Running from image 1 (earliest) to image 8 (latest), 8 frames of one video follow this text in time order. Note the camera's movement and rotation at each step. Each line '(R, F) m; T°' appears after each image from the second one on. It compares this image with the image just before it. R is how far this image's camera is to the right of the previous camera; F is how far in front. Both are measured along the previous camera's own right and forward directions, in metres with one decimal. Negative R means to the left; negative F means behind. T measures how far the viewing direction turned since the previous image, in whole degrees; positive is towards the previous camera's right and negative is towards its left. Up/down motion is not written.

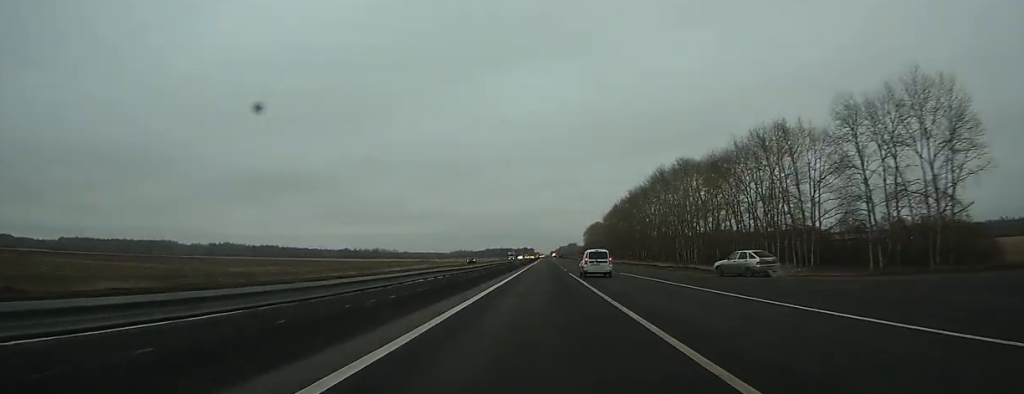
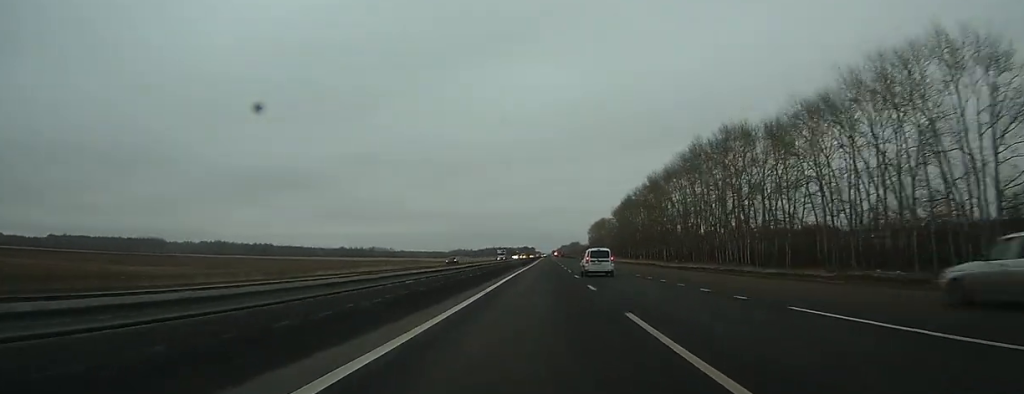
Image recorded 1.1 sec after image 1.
(0.0, +33.4) m; 0°
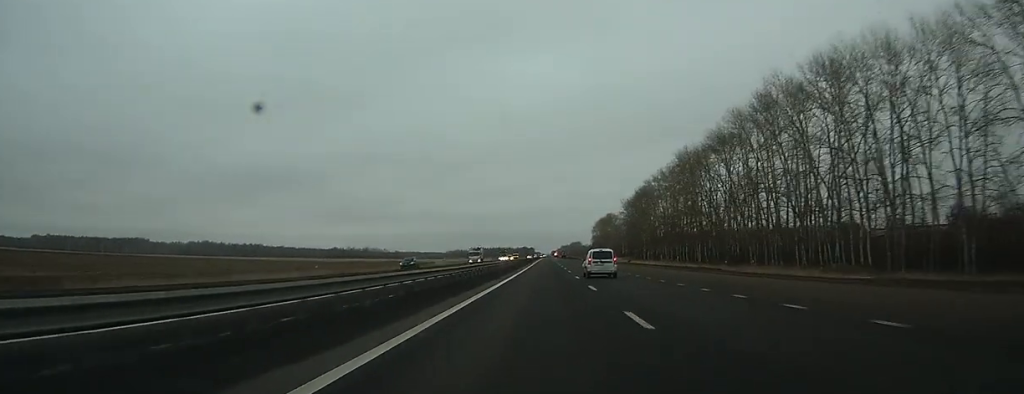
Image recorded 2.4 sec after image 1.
(-0.1, +37.7) m; 0°
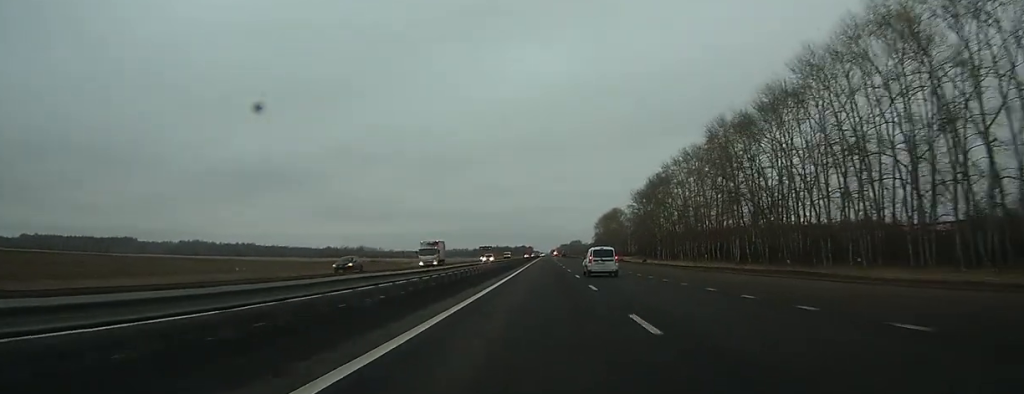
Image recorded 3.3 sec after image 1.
(0.0, +25.8) m; 0°
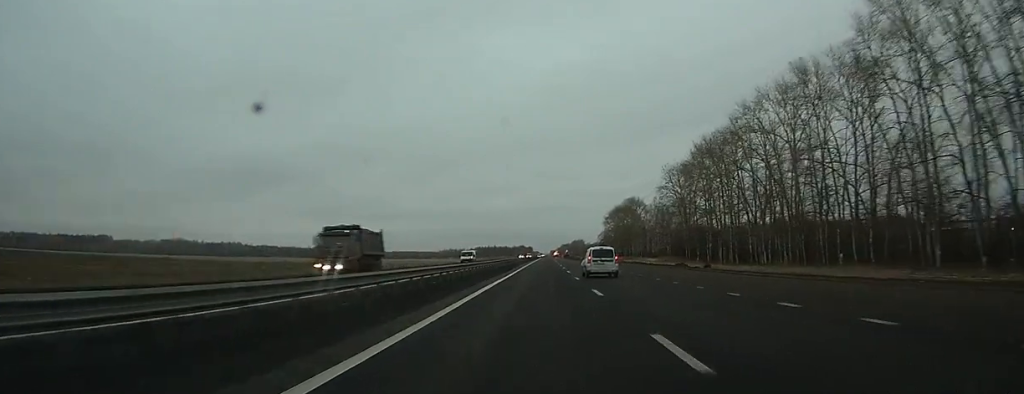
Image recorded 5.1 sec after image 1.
(-0.2, +52.8) m; 0°
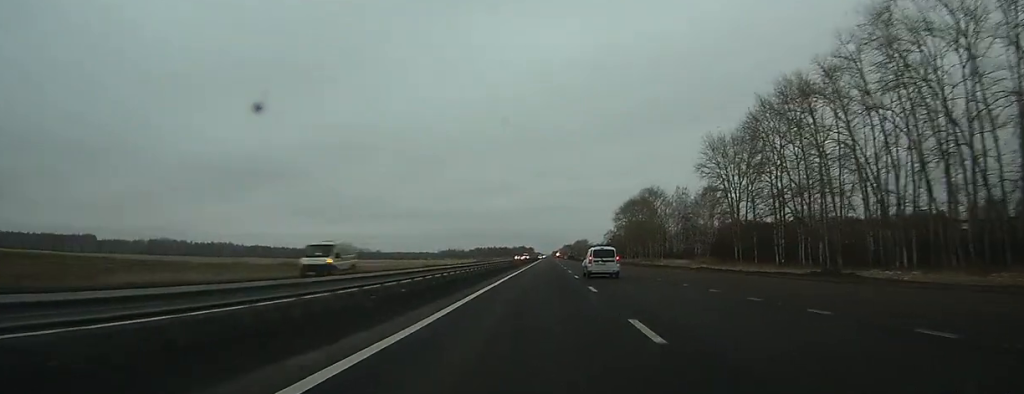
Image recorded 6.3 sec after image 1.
(0.0, +34.7) m; 0°
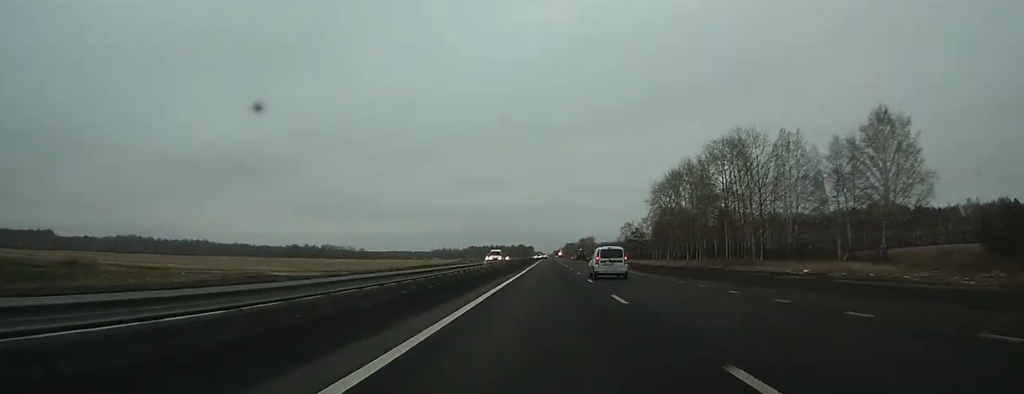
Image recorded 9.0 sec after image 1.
(-0.1, +77.9) m; 0°
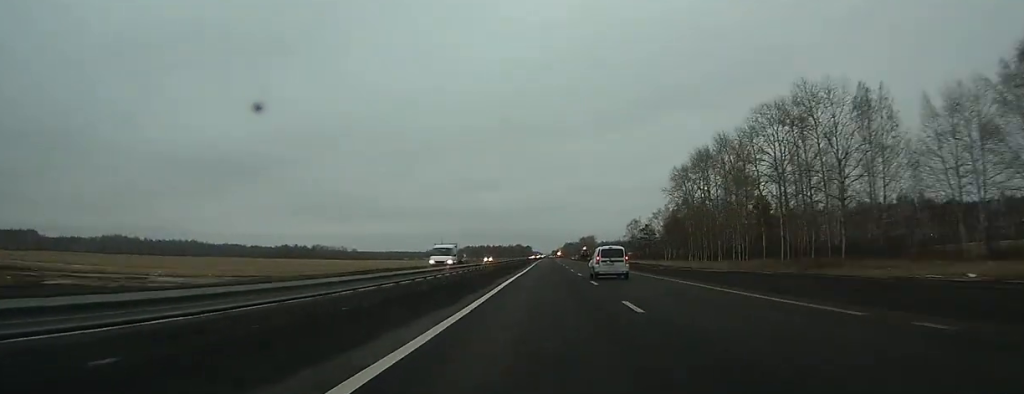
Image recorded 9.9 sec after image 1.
(0.0, +26.3) m; 0°
